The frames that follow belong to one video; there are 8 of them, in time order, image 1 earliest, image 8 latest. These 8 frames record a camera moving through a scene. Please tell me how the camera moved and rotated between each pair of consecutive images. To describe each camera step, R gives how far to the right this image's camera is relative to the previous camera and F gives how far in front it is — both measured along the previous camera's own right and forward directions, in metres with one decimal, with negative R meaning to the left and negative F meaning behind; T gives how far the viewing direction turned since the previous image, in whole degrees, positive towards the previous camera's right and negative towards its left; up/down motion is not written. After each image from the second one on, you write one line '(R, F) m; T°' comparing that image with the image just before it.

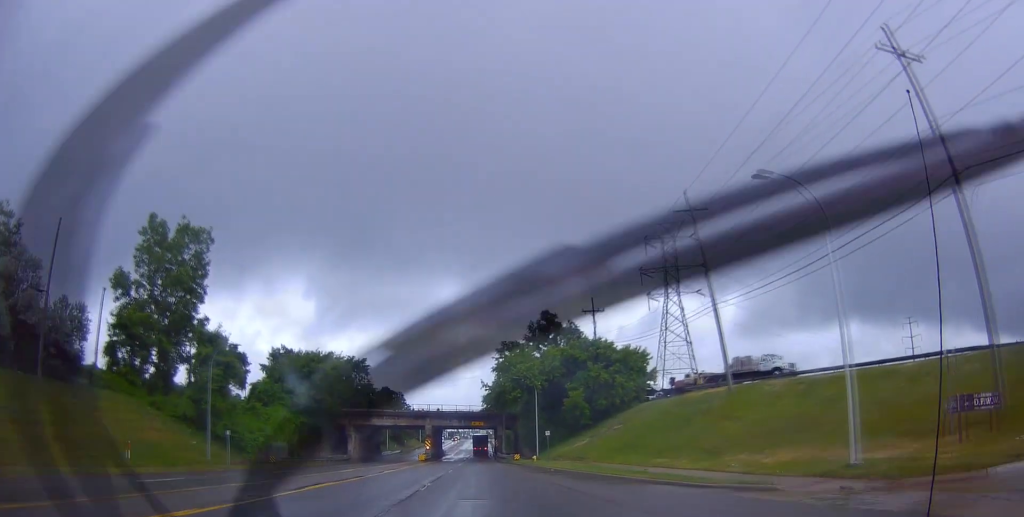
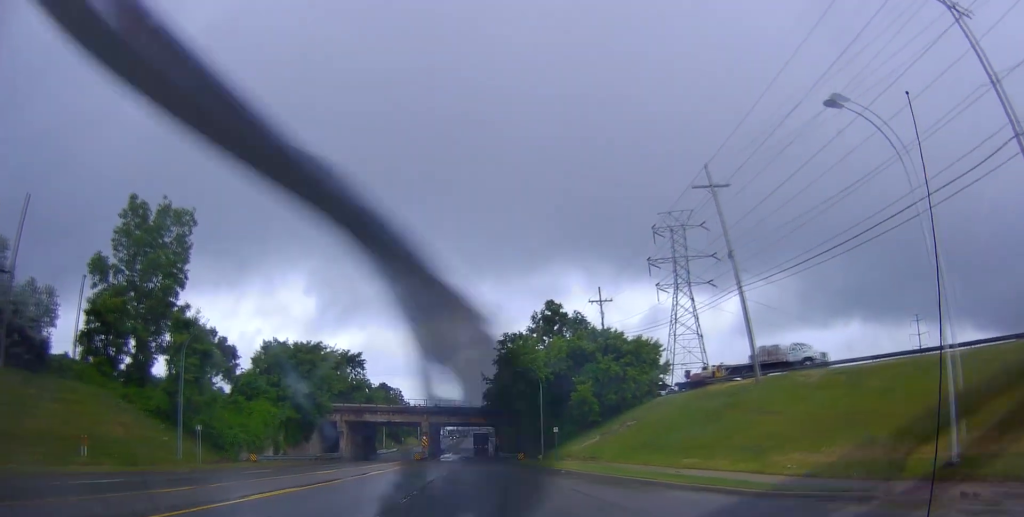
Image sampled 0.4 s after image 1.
(-0.2, +3.9) m; +1°
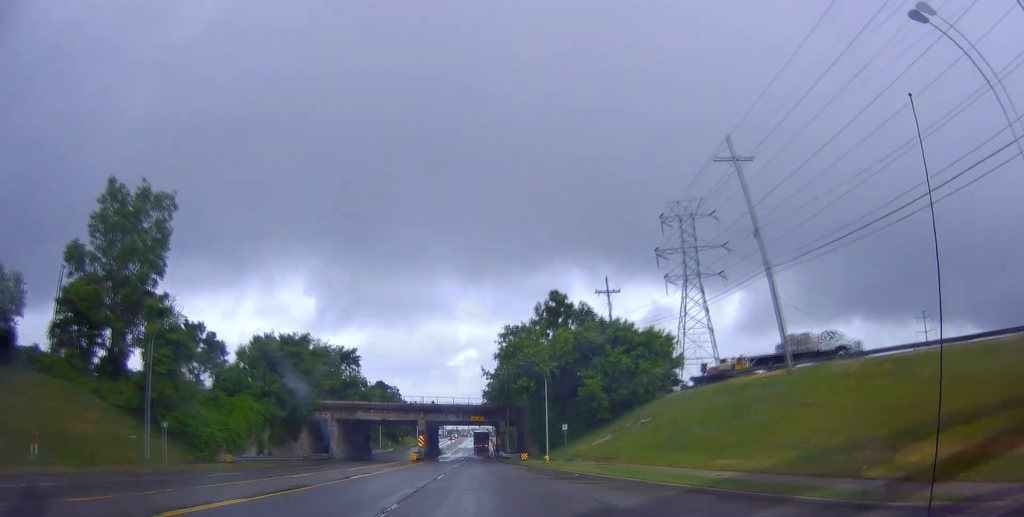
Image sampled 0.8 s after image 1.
(-0.1, +3.6) m; +1°
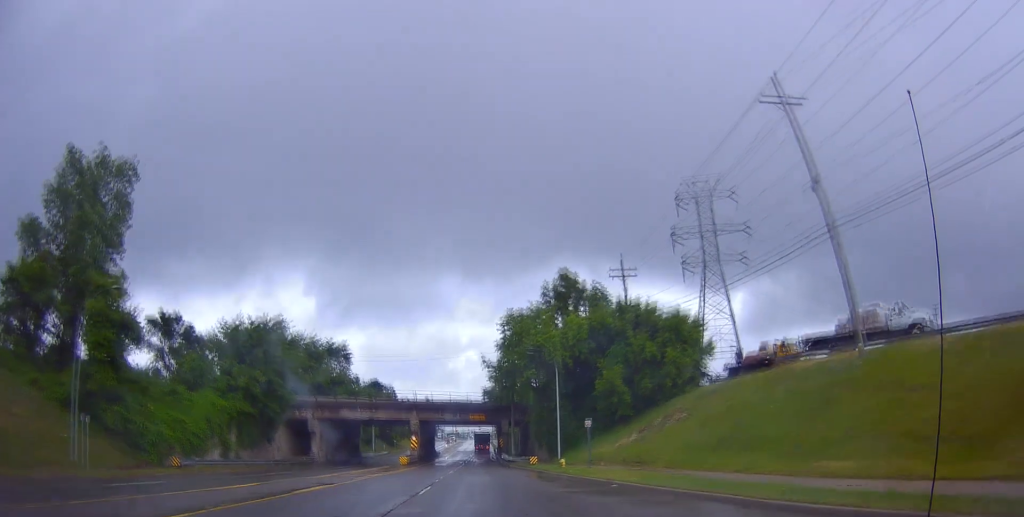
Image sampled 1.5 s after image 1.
(+0.4, +6.7) m; +4°
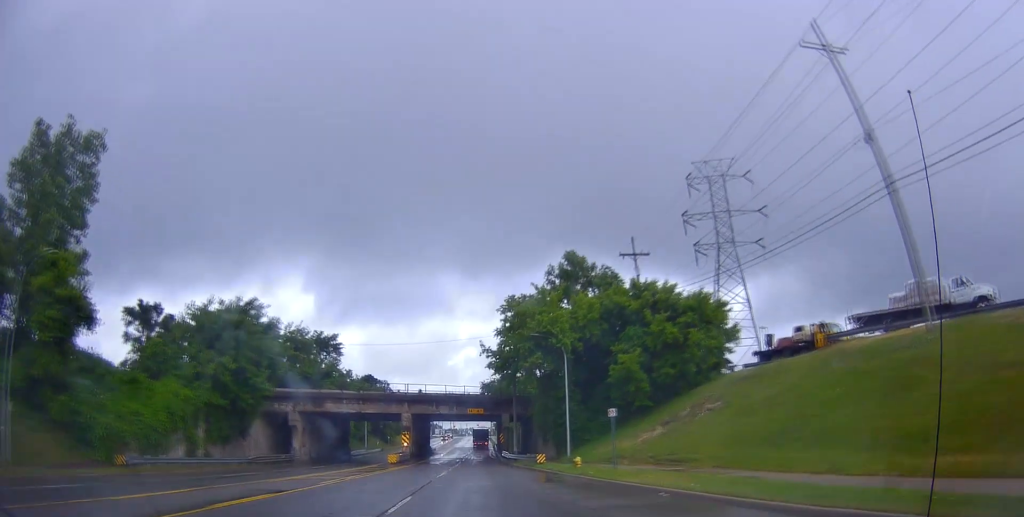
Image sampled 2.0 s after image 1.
(+0.1, +4.9) m; +1°
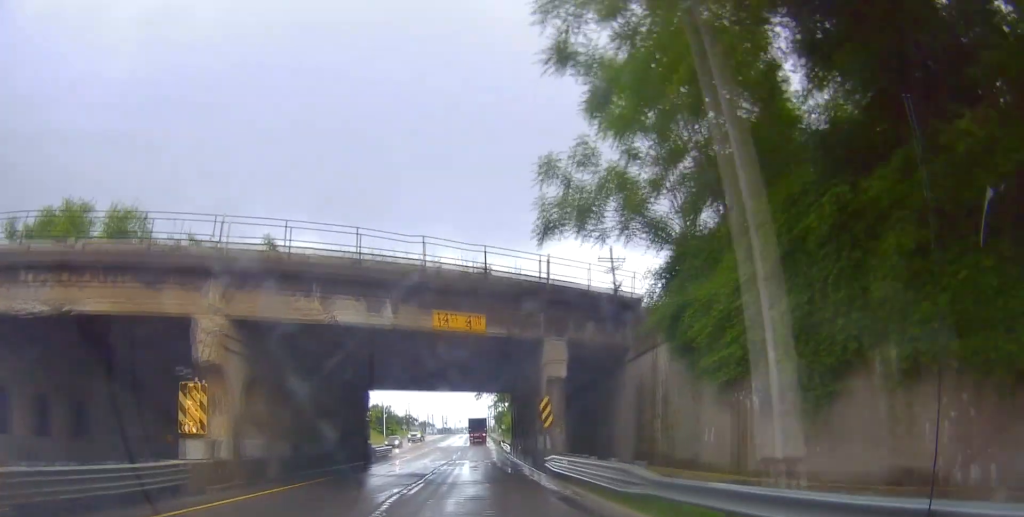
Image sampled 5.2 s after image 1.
(-0.5, +38.4) m; 0°
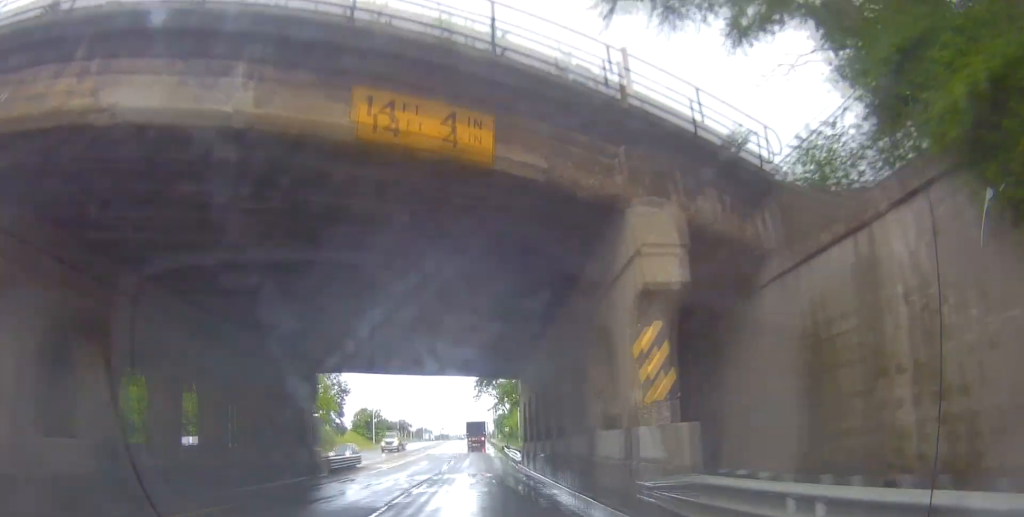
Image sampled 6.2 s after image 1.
(+0.1, +11.7) m; -1°
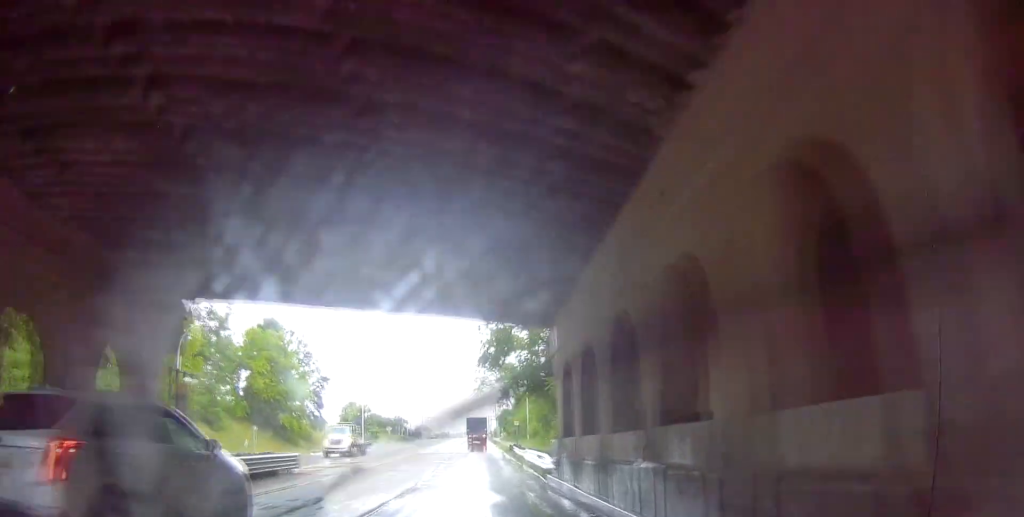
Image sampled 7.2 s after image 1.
(-0.3, +12.6) m; -1°
